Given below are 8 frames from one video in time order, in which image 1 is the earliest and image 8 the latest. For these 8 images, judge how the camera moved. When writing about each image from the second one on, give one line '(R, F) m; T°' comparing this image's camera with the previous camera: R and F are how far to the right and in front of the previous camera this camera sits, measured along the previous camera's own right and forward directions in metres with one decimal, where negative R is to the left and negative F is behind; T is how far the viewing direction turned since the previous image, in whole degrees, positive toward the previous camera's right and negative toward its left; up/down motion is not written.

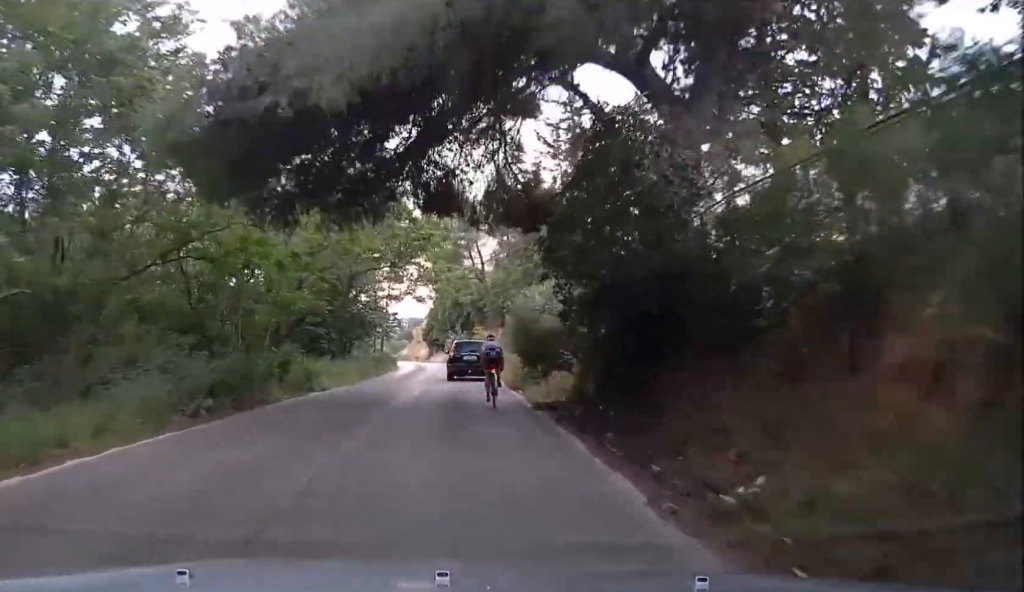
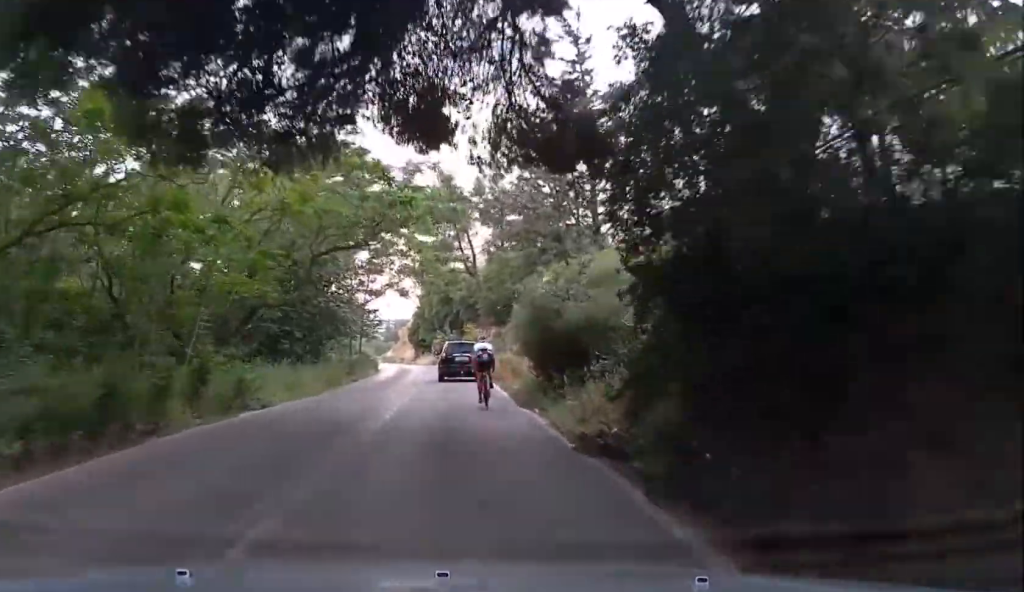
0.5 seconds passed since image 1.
(+0.2, +6.7) m; +1°
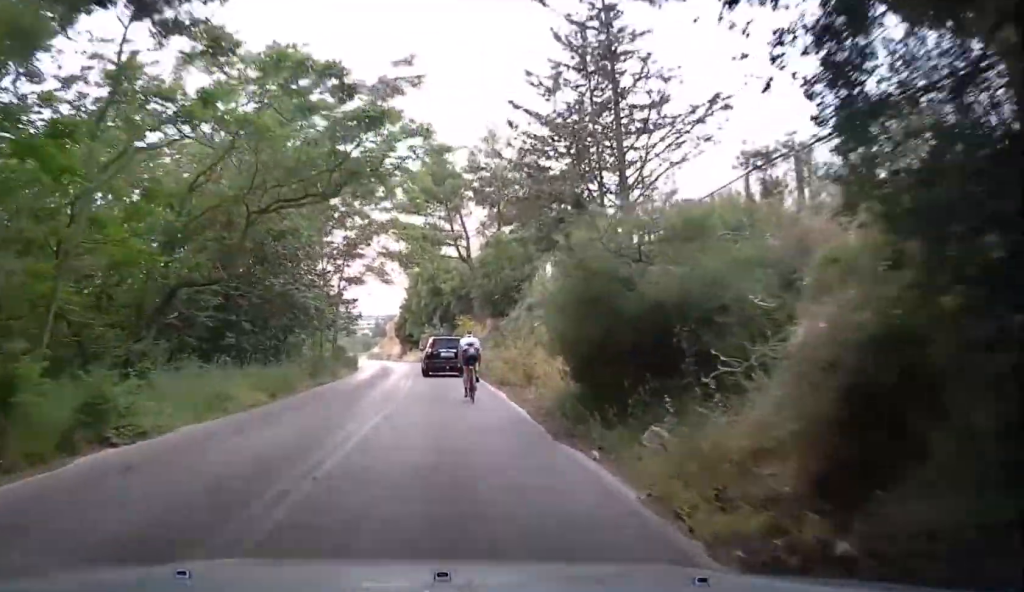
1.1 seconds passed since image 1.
(+0.1, +7.6) m; 0°
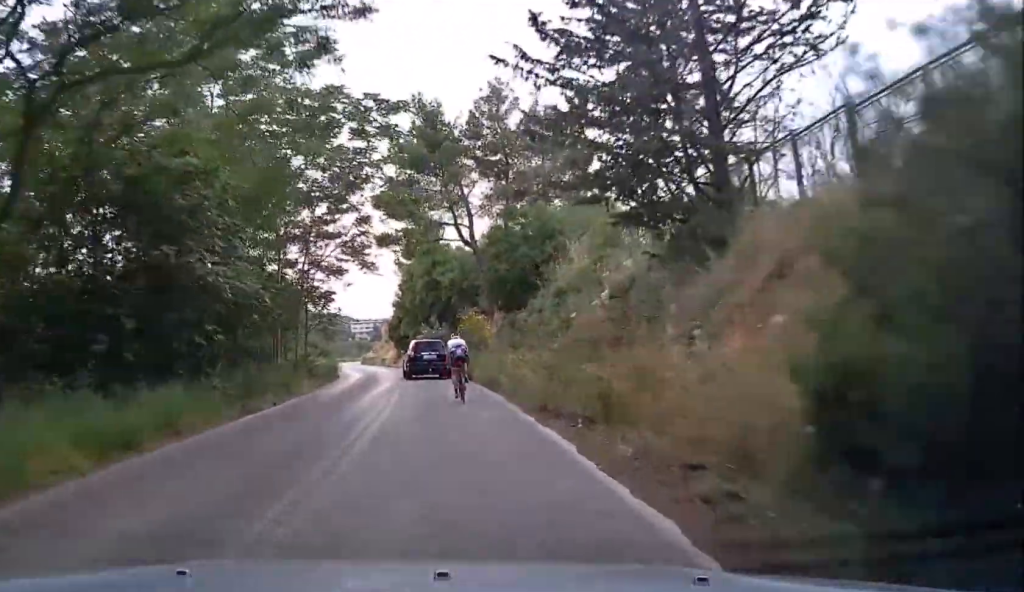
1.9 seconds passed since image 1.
(0.0, +10.2) m; 0°
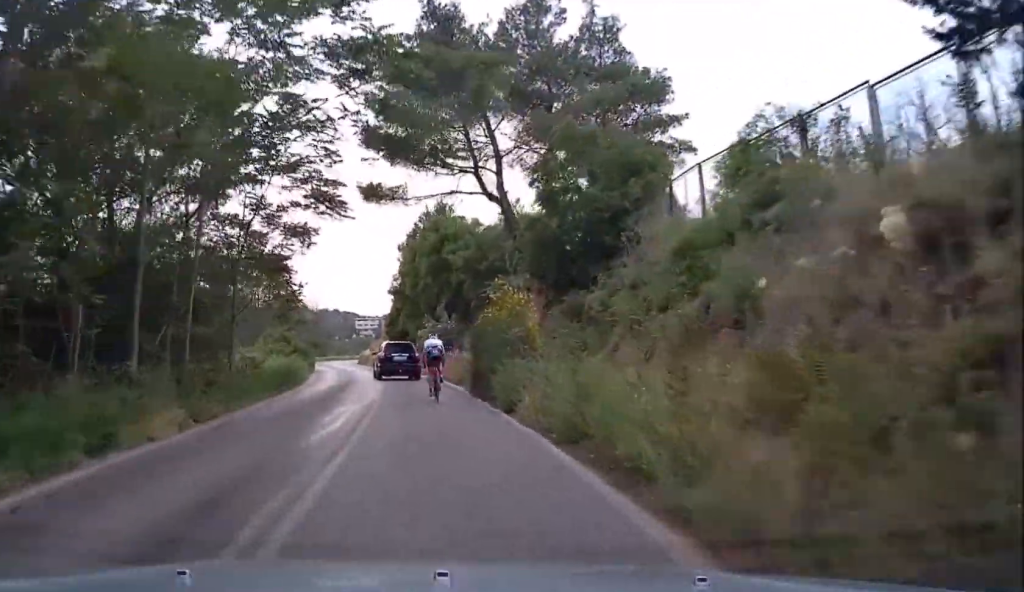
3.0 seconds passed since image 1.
(-0.1, +14.4) m; -1°
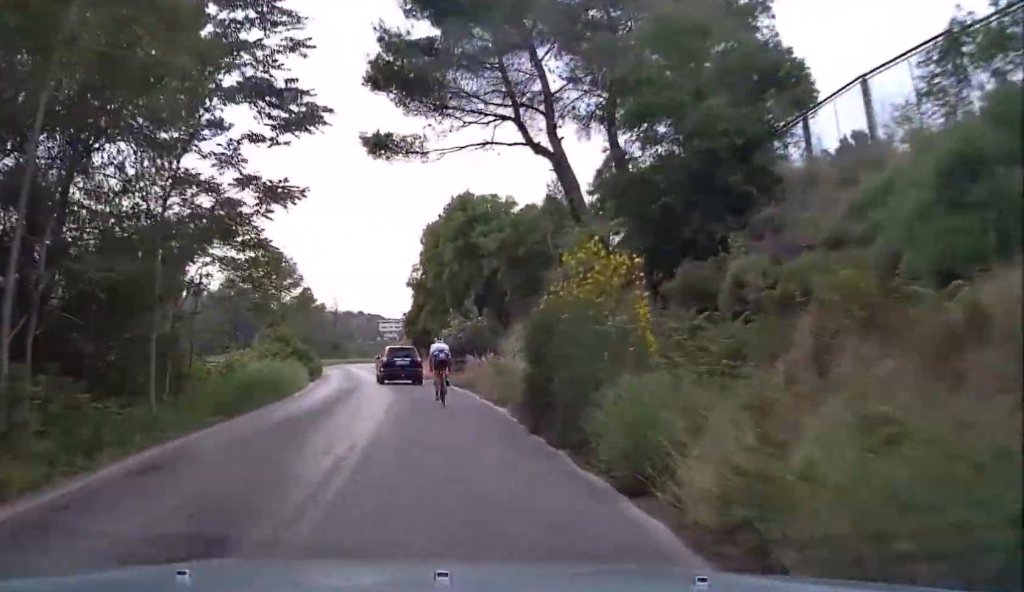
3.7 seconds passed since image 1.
(0.0, +8.3) m; -1°
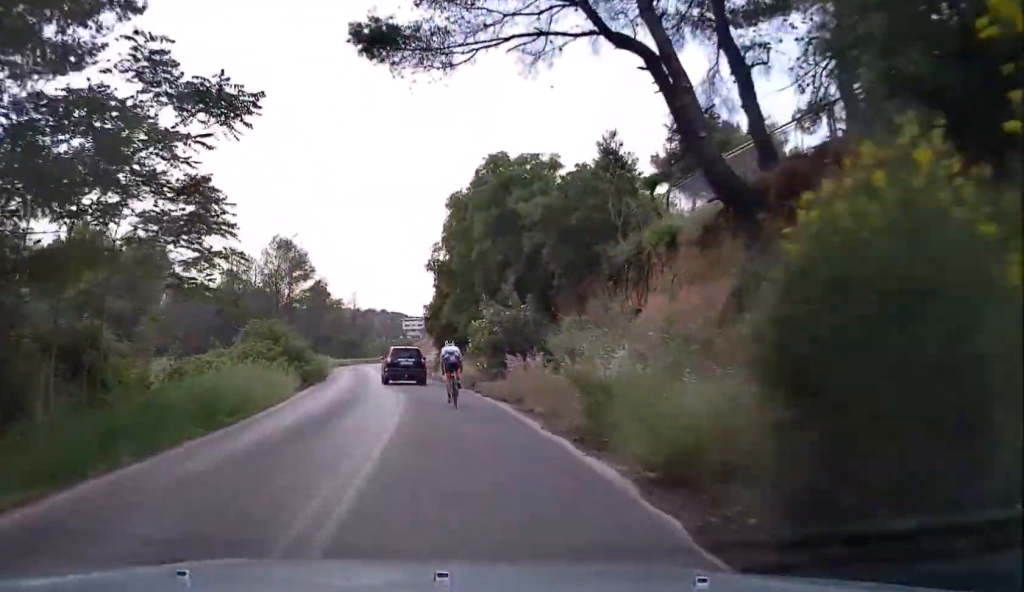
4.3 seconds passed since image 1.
(-0.1, +8.7) m; -1°
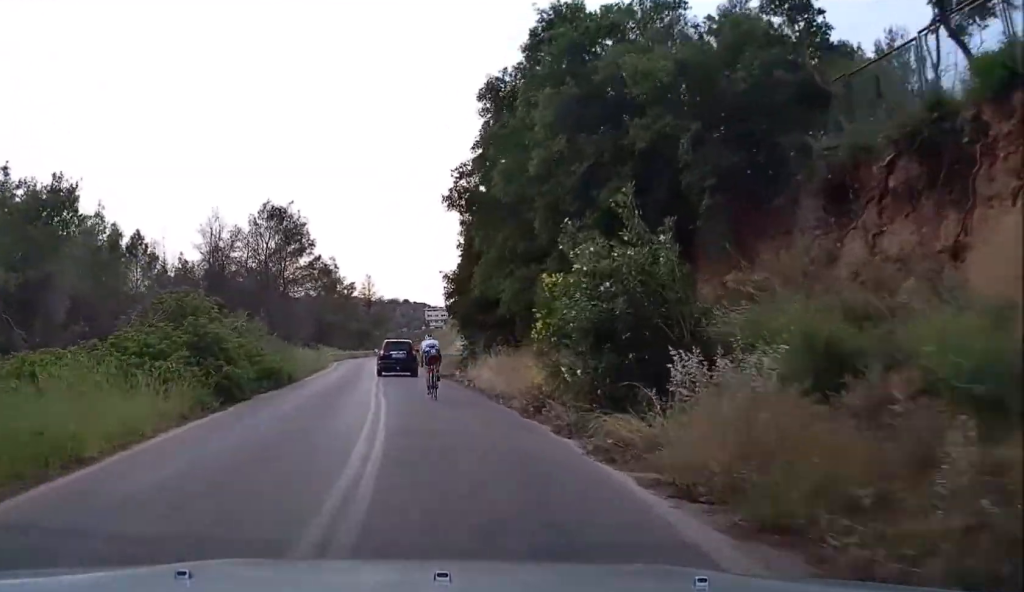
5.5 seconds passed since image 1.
(-0.2, +14.7) m; -2°
